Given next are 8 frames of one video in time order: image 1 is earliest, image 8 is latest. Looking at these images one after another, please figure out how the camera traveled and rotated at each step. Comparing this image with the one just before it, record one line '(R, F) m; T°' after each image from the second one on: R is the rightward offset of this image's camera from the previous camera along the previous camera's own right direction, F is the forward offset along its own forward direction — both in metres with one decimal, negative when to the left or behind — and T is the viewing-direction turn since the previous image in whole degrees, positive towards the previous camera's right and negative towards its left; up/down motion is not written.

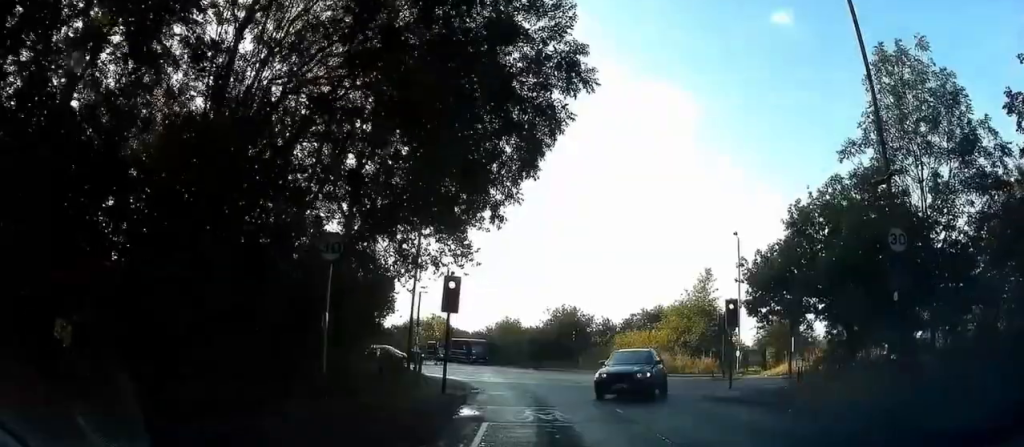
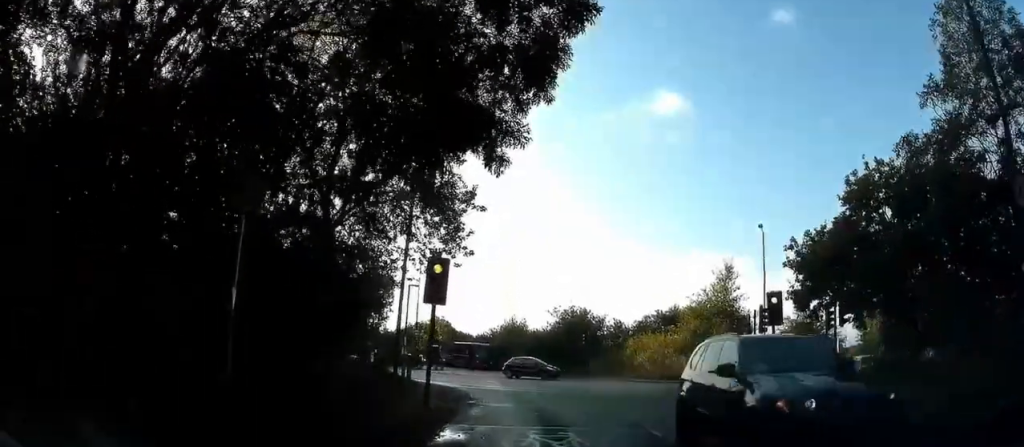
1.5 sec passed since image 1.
(0.0, +4.0) m; +4°
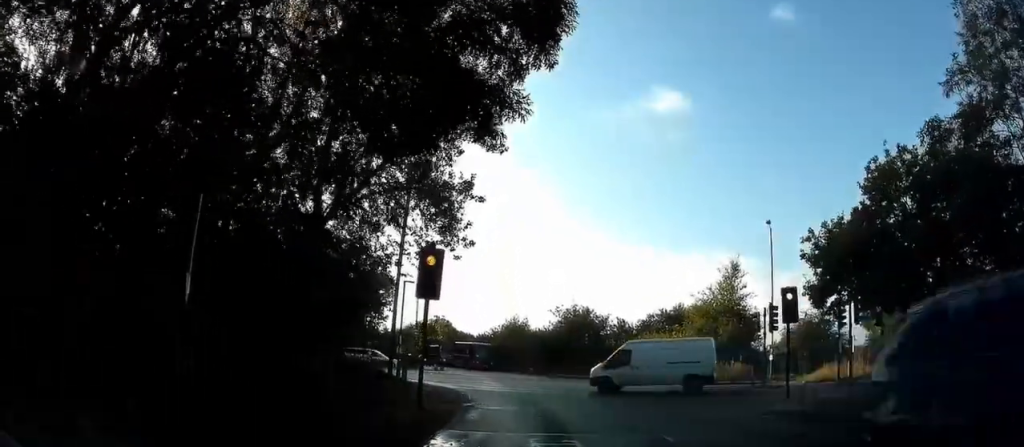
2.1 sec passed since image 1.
(0.0, +1.1) m; +2°
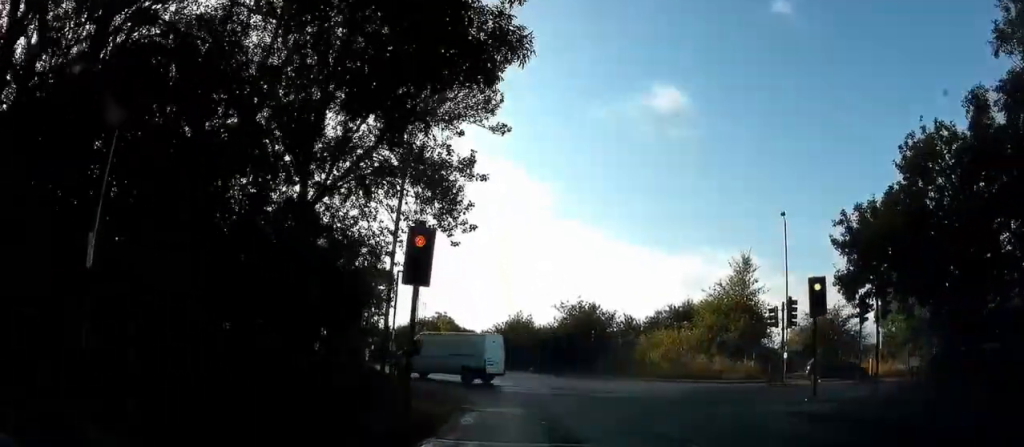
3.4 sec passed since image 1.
(0.0, +1.7) m; +1°
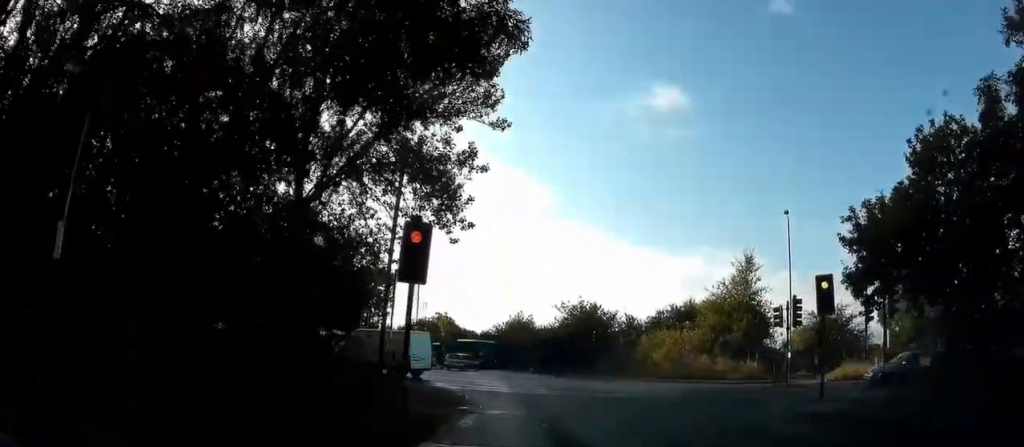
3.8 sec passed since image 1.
(0.0, +0.5) m; 0°
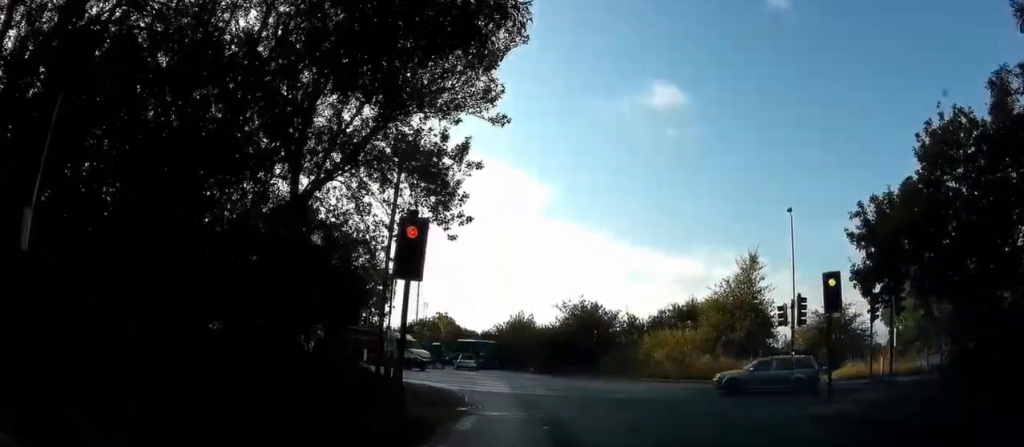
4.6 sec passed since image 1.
(0.0, +0.5) m; 0°
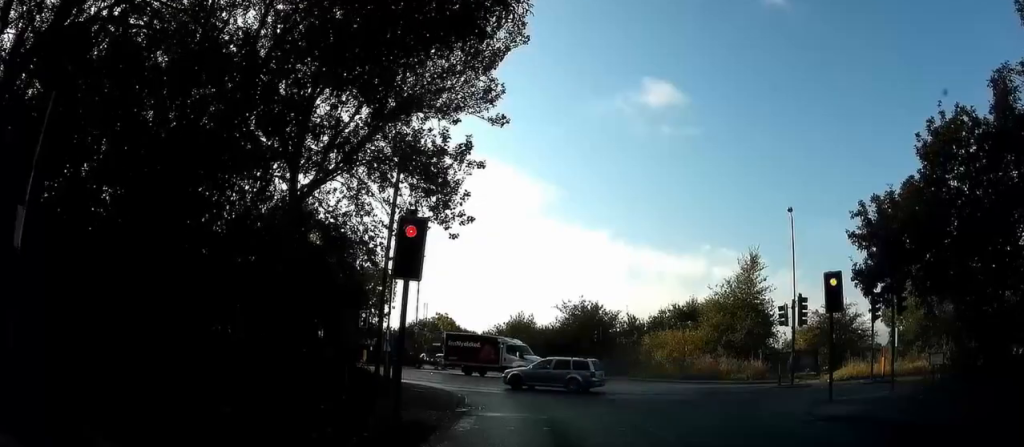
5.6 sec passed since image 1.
(+0.1, +0.1) m; 0°
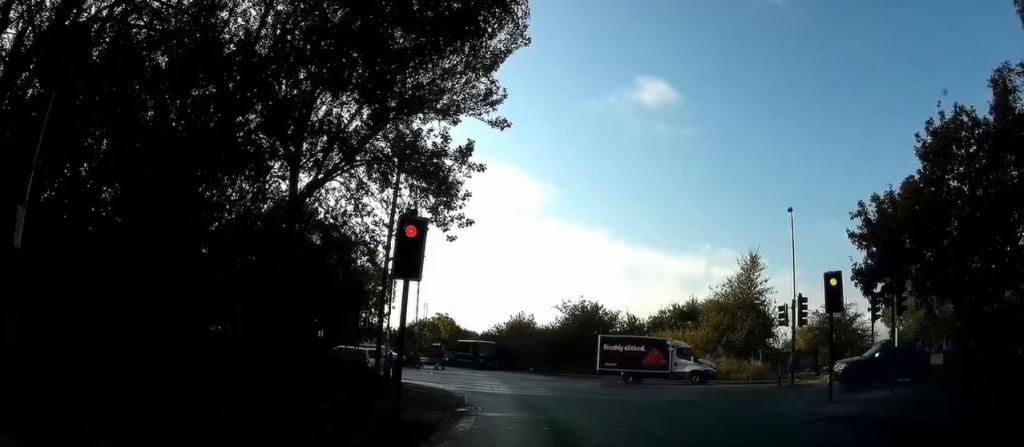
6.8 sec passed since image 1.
(0.0, 0.0) m; 0°
